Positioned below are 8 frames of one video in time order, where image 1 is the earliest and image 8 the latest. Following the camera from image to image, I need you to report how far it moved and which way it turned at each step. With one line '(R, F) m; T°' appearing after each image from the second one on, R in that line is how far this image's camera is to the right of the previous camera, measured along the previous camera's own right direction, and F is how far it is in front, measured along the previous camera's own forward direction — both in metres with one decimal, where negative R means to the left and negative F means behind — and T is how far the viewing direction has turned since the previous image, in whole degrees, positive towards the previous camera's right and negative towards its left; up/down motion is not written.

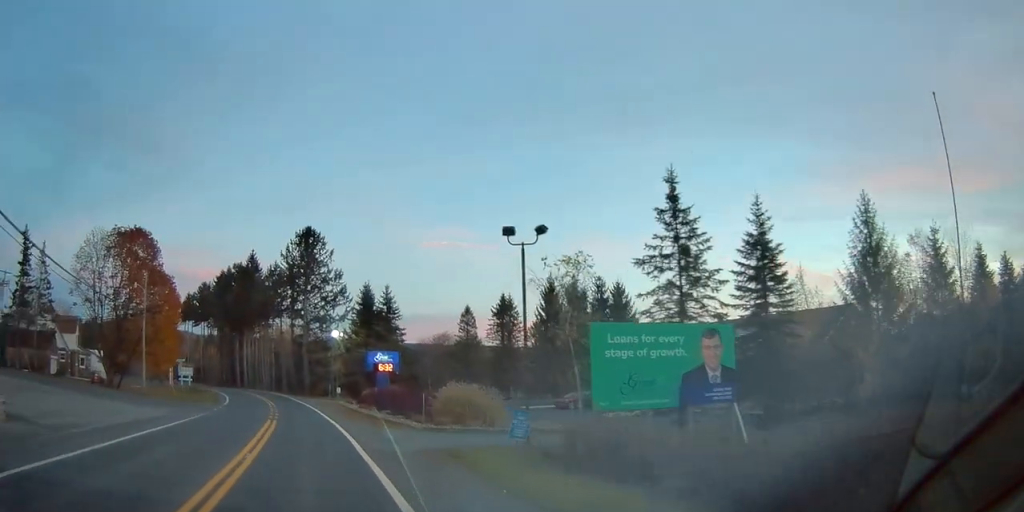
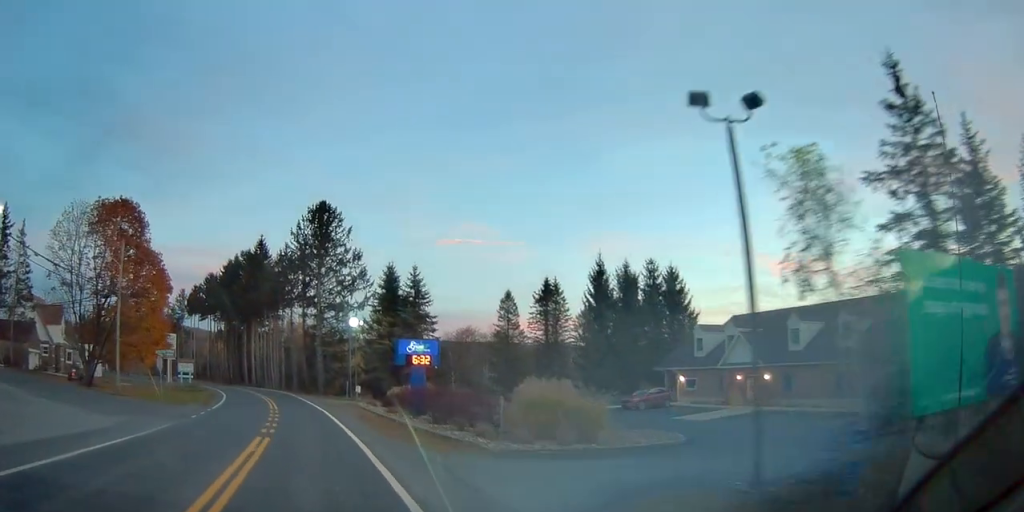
(0.0, +9.9) m; -2°
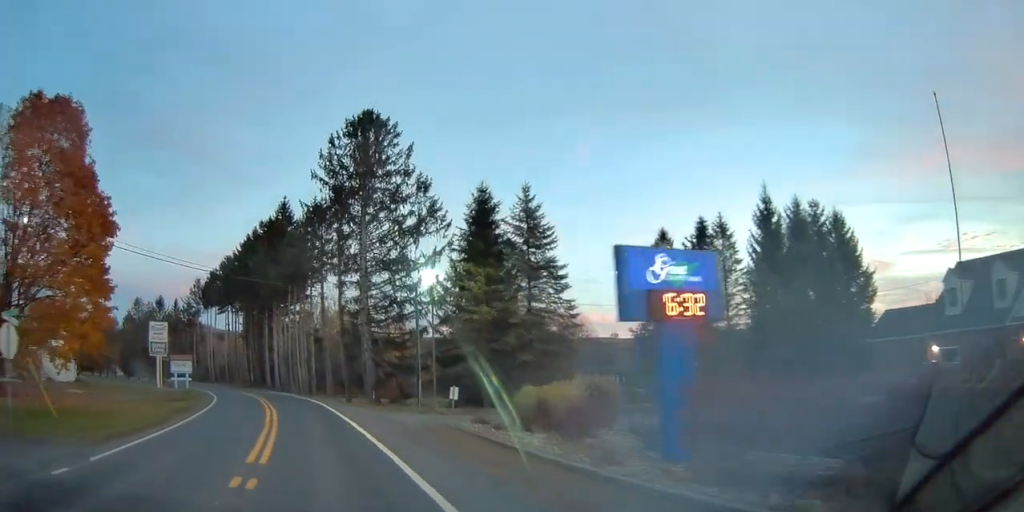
(-1.3, +22.6) m; -5°
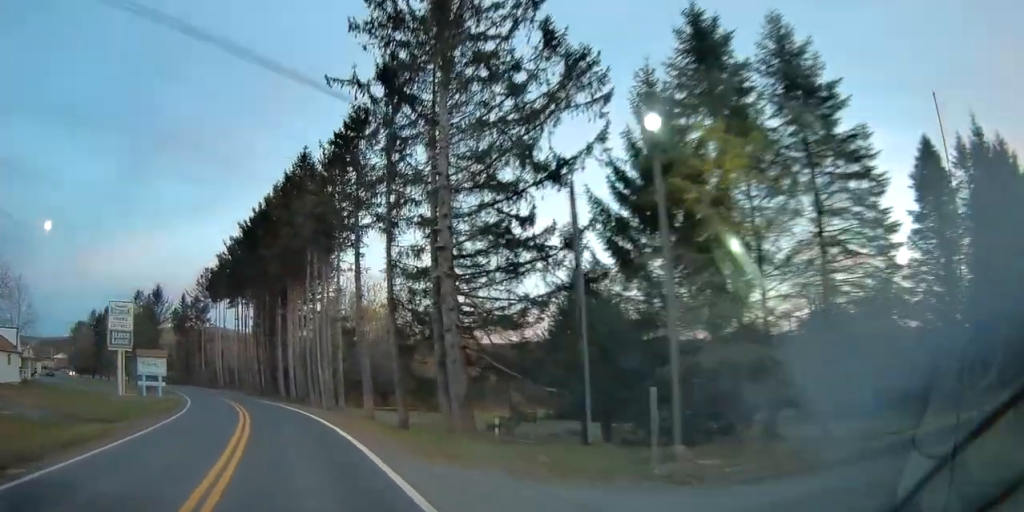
(-0.5, +20.2) m; -3°
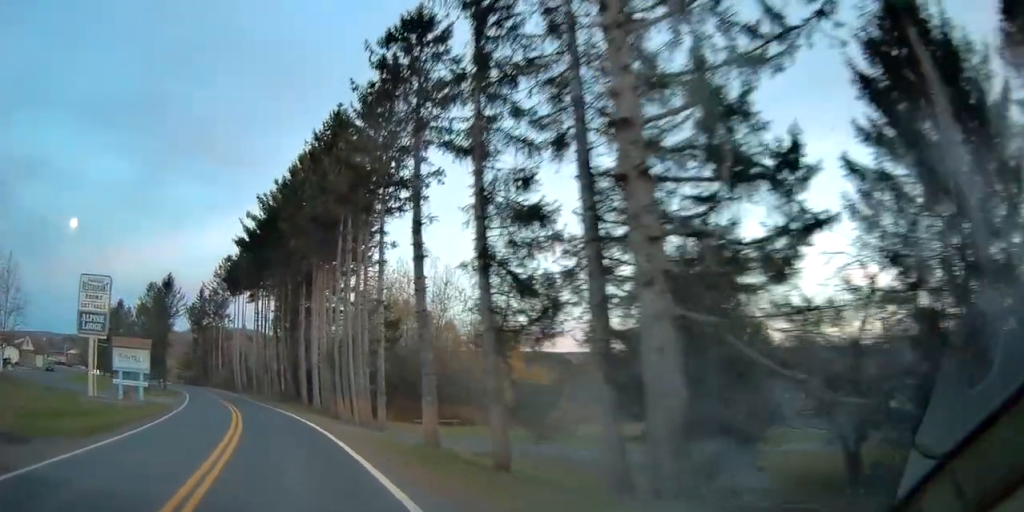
(-0.1, +11.3) m; -2°
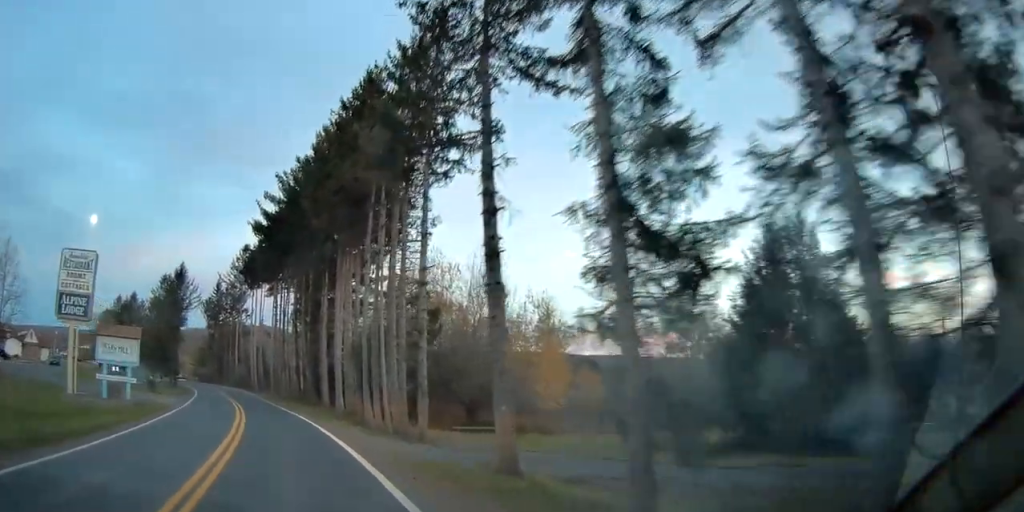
(0.0, +6.2) m; -1°
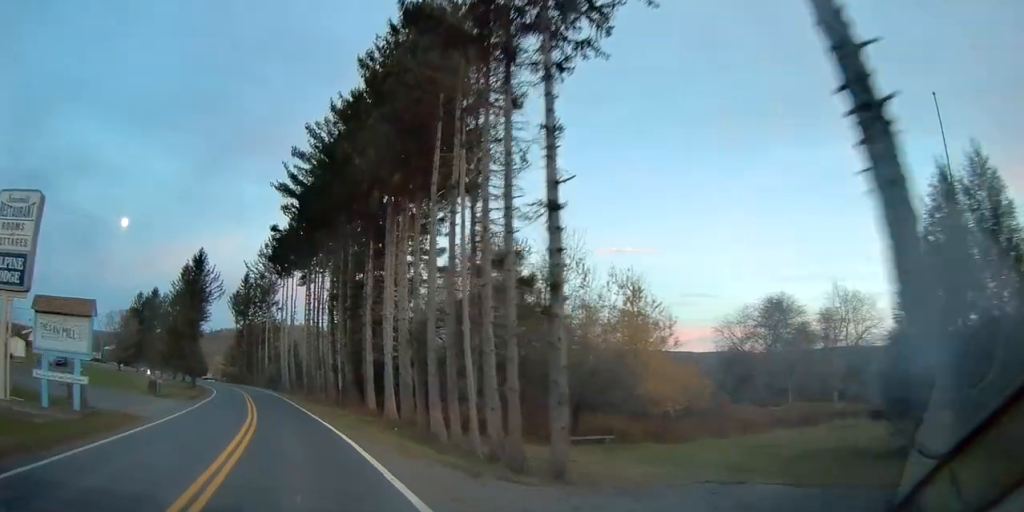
(-0.4, +10.6) m; -4°
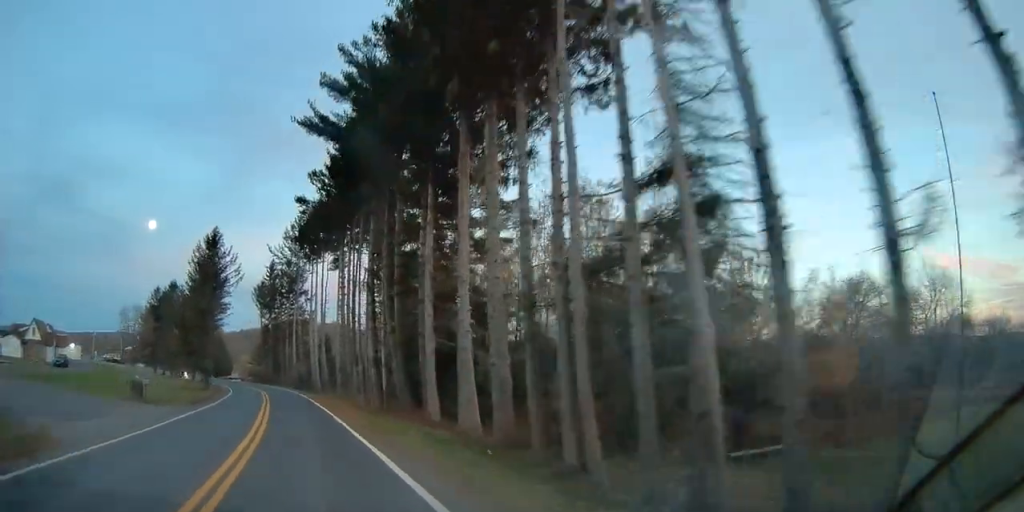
(-0.3, +11.1) m; -4°
